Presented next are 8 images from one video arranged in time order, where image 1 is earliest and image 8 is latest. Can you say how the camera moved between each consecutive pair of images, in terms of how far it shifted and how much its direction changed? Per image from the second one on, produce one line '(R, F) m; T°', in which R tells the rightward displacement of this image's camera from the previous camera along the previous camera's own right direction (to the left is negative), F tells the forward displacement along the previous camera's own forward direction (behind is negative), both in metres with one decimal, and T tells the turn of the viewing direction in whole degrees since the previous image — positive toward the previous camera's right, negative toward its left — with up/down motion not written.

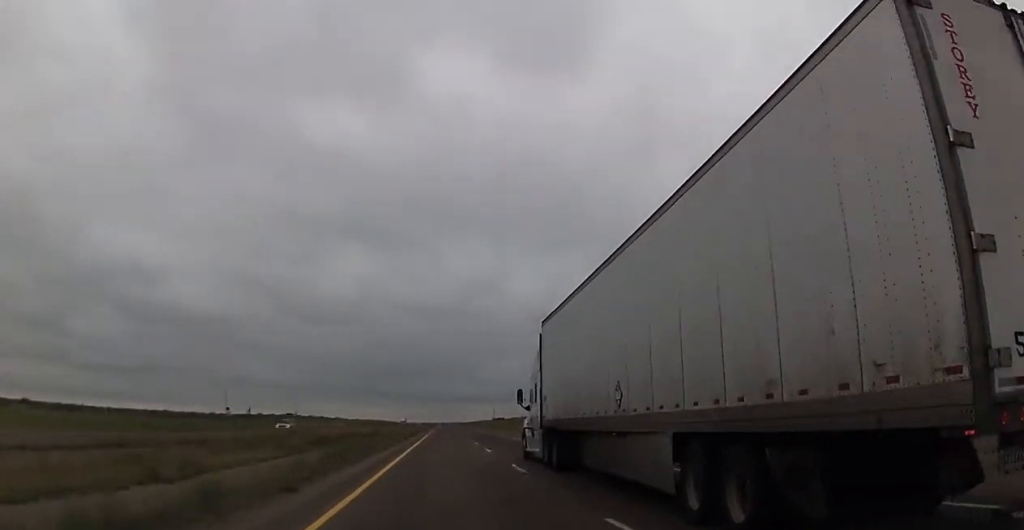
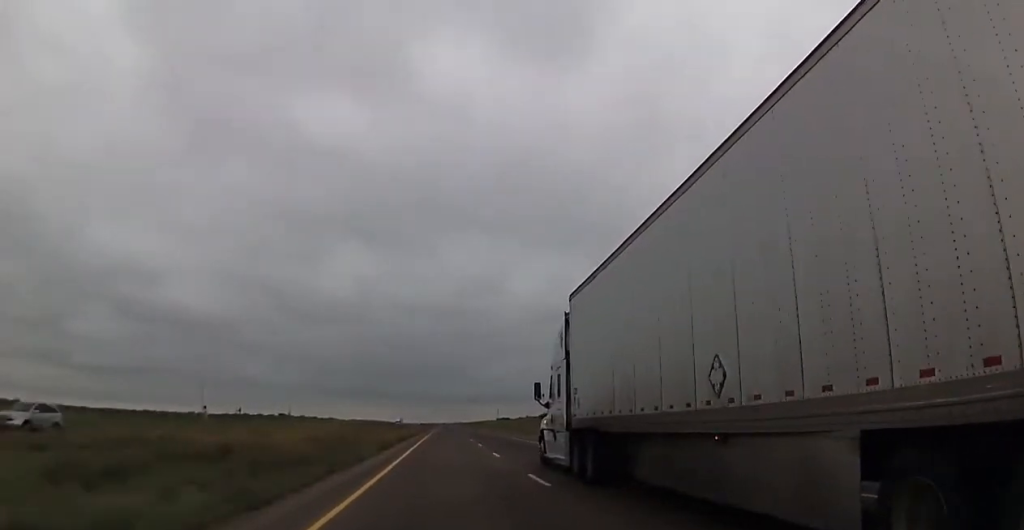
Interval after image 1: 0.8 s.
(+0.1, +28.1) m; 0°
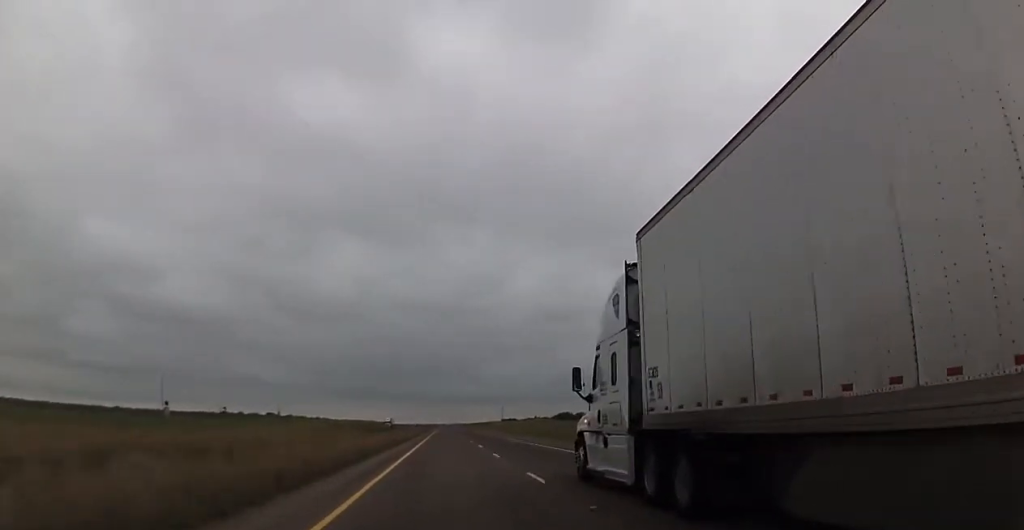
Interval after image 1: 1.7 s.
(0.0, +35.5) m; -1°
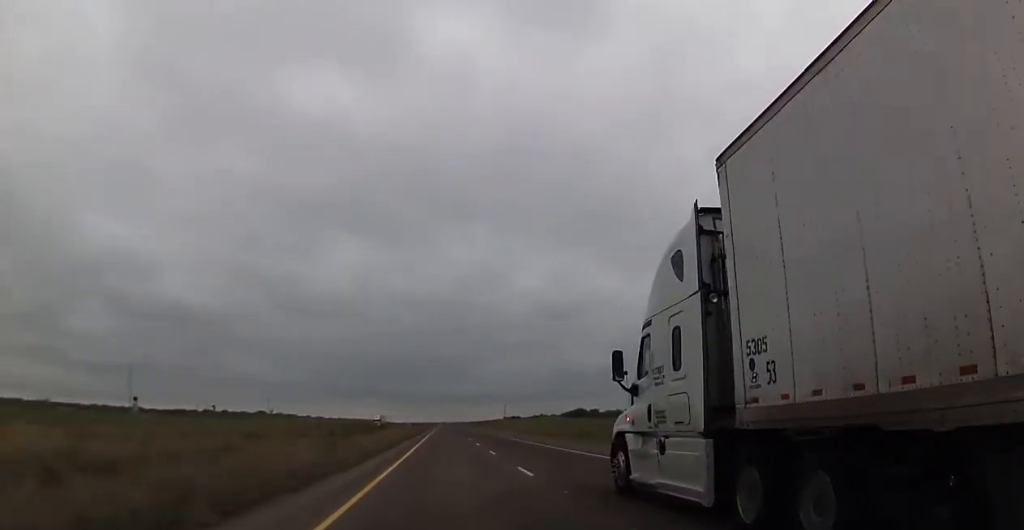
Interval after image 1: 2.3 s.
(-0.3, +22.1) m; 0°
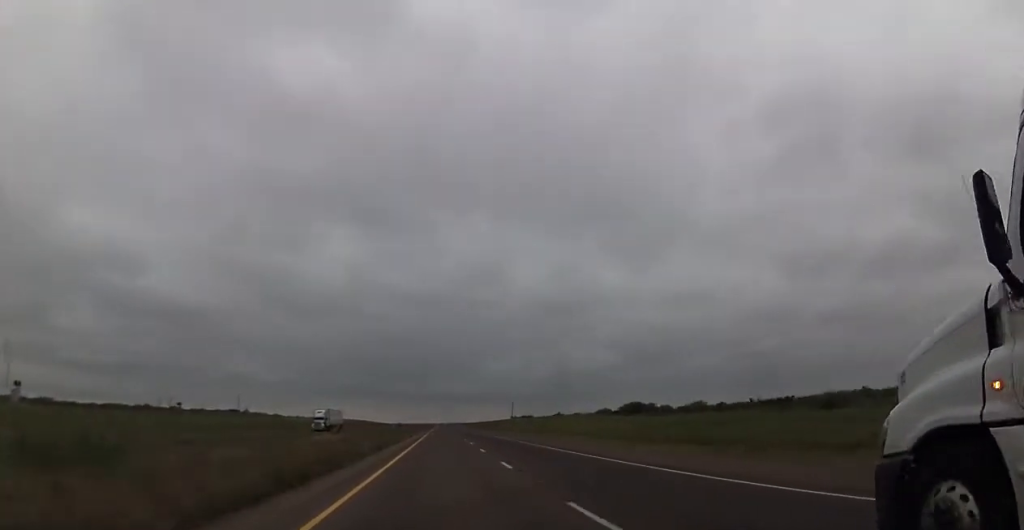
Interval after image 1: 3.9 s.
(+0.4, +57.5) m; +1°
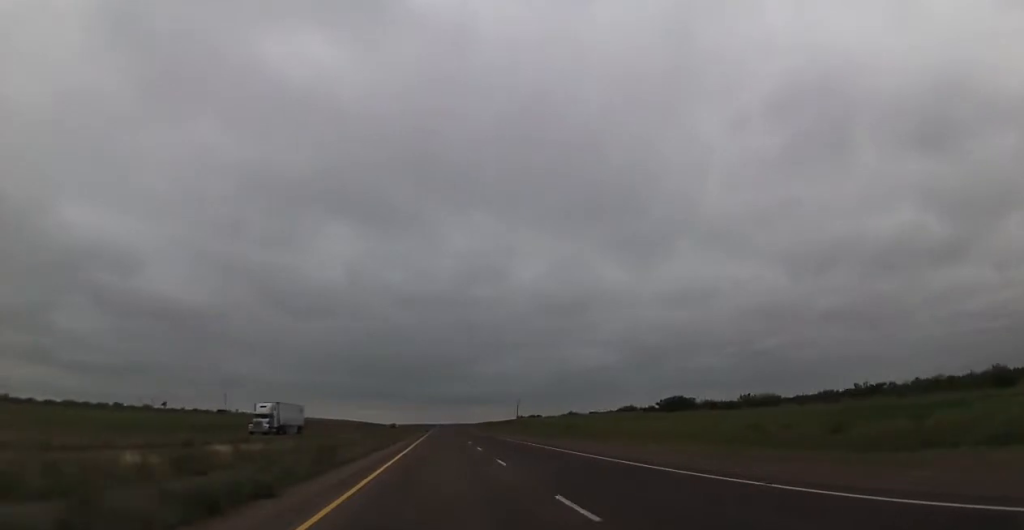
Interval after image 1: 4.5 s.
(-0.1, +23.2) m; 0°
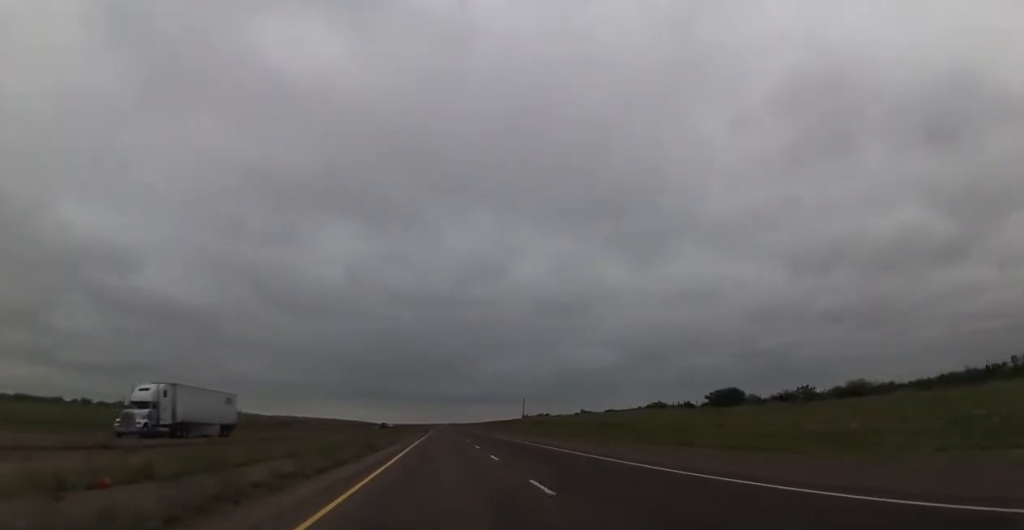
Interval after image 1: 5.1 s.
(+0.1, +20.8) m; 0°
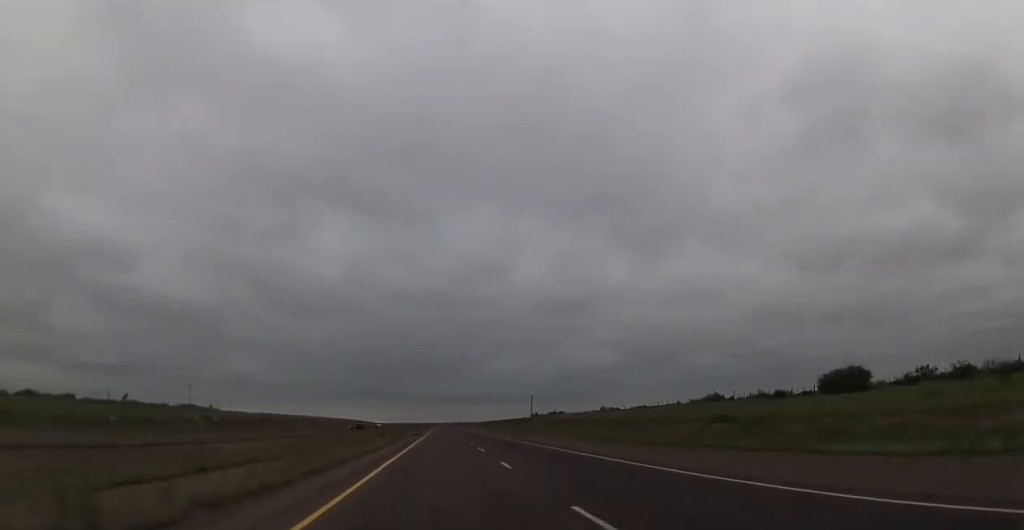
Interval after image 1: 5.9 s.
(+0.1, +29.4) m; 0°
